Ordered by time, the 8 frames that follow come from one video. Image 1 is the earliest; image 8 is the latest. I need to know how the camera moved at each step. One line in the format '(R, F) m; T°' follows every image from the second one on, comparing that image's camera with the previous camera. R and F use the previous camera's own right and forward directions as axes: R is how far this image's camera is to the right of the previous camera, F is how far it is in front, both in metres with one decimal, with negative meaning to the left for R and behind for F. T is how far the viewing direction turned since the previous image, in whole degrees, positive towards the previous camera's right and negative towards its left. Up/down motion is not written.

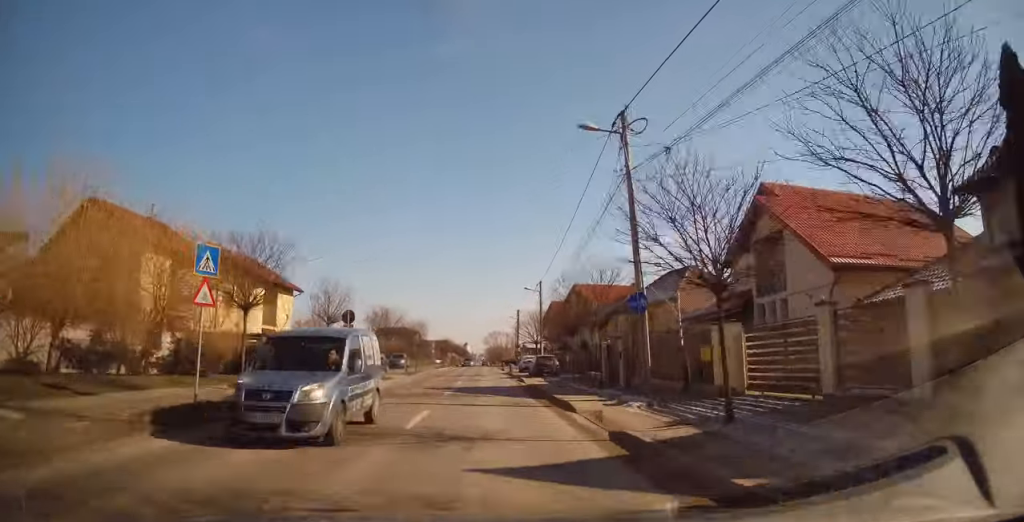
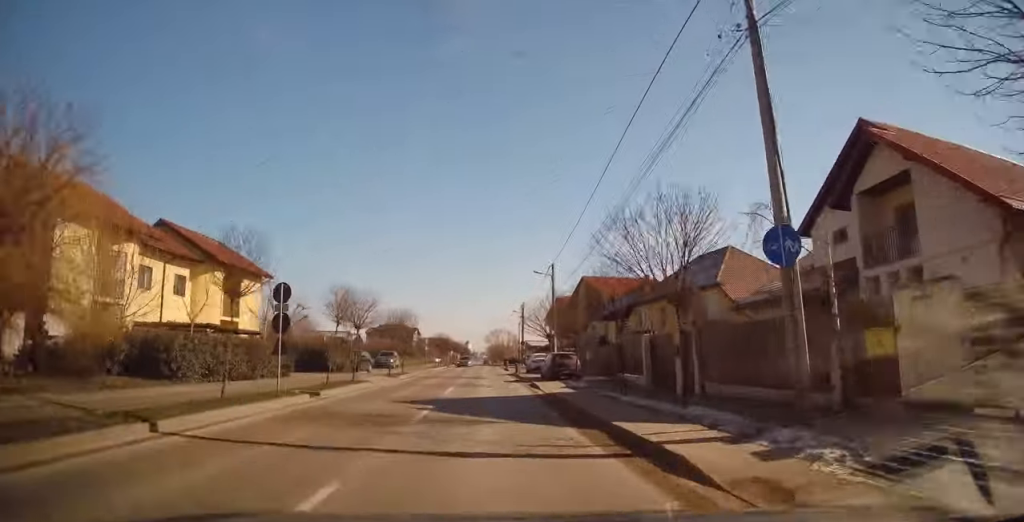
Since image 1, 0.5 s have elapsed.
(+0.3, +7.6) m; 0°
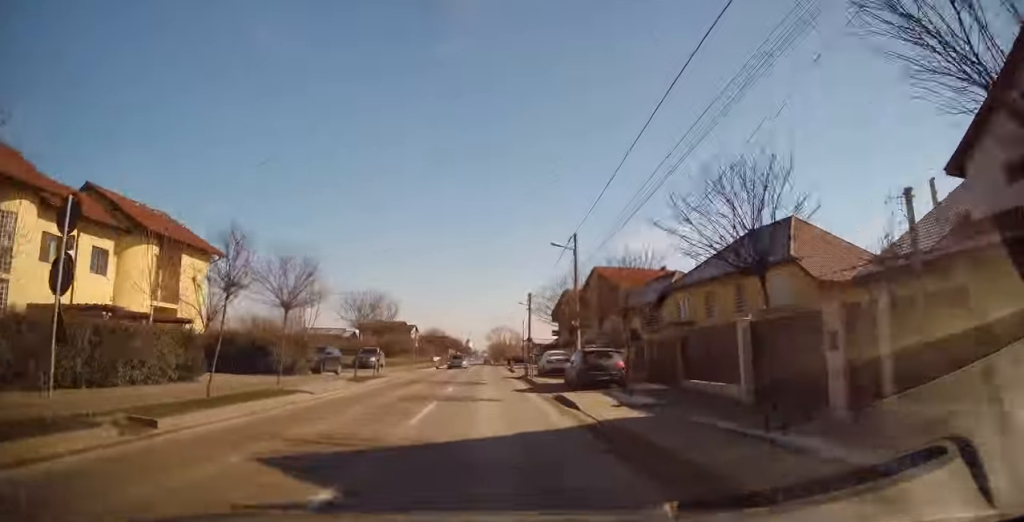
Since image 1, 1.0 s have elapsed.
(0.0, +8.7) m; -1°
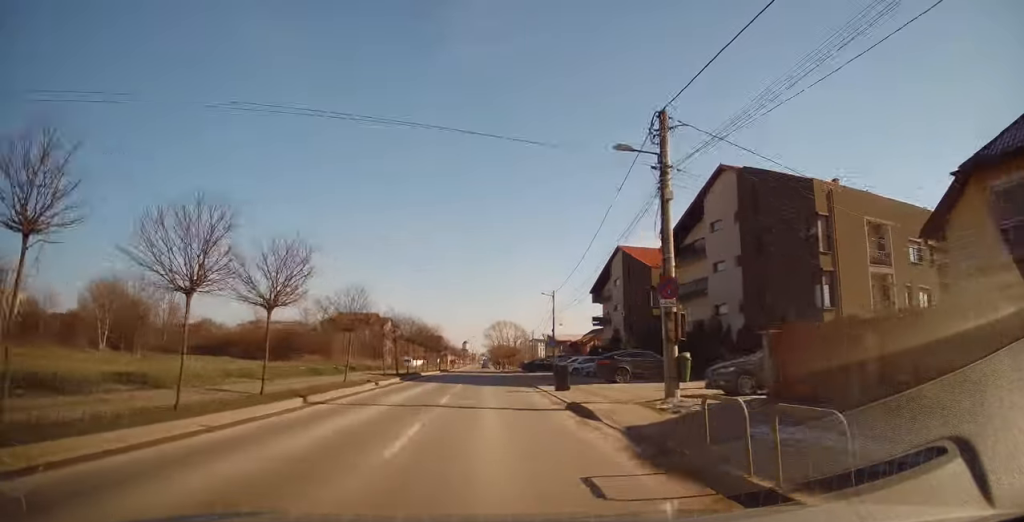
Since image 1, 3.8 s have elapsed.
(-1.2, +46.6) m; -1°
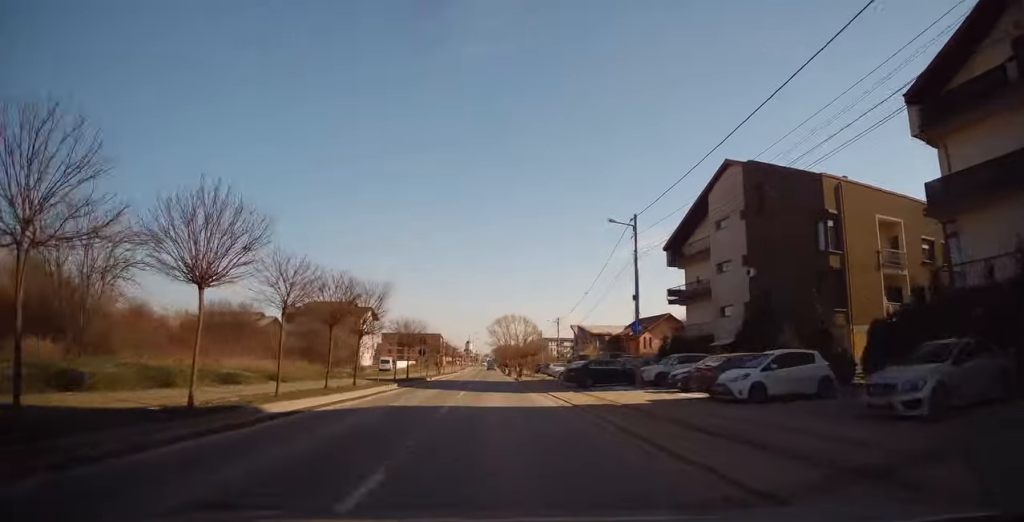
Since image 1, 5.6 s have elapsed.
(0.0, +30.1) m; 0°
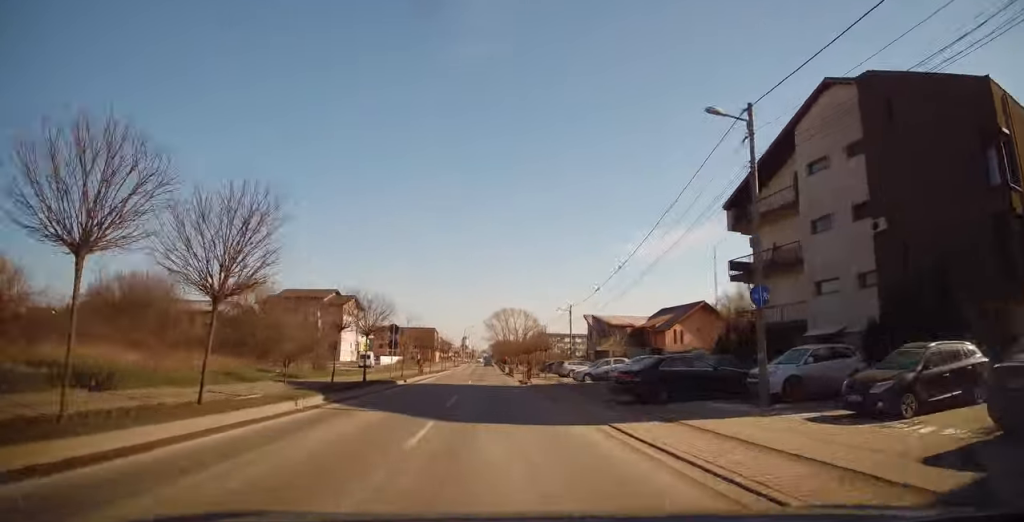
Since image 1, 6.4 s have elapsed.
(0.0, +12.3) m; 0°
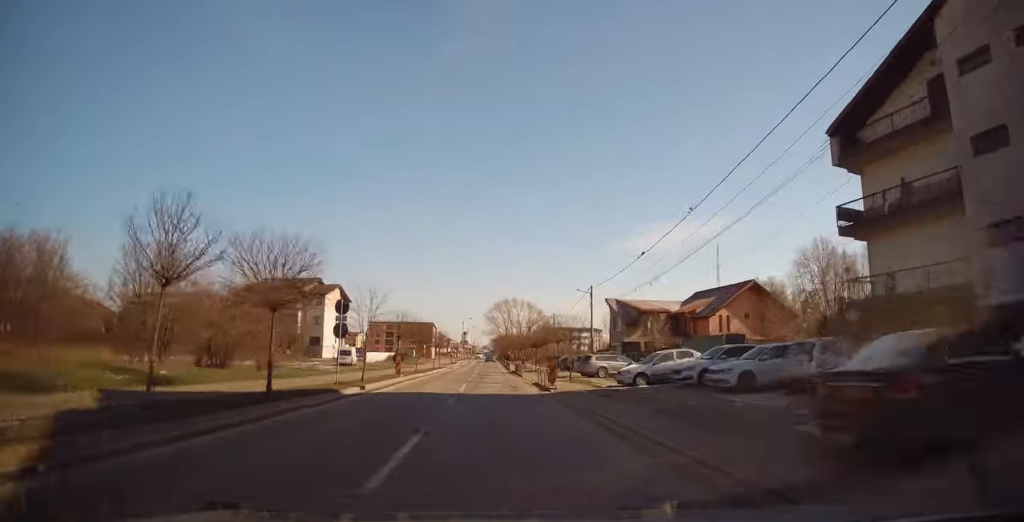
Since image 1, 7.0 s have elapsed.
(0.0, +11.3) m; 0°
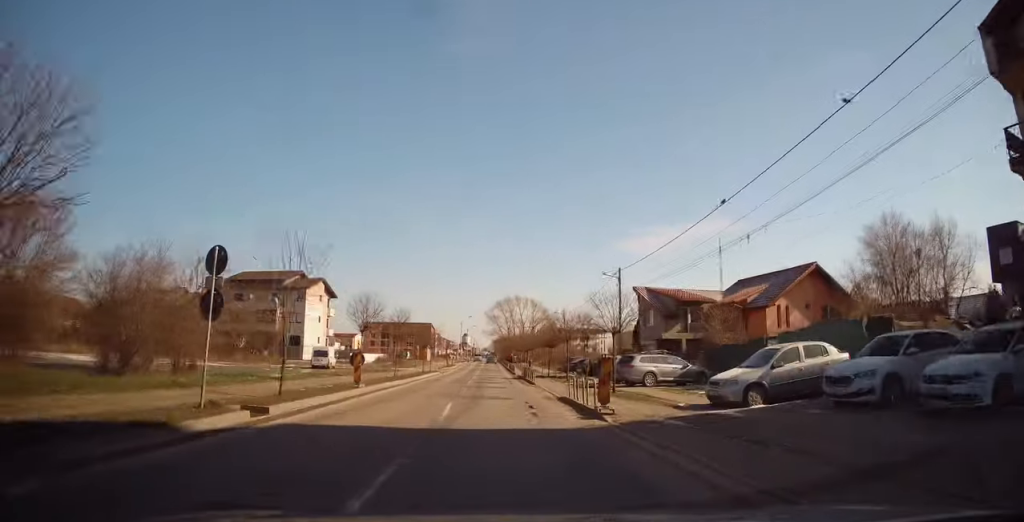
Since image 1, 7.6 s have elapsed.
(0.0, +9.6) m; 0°
